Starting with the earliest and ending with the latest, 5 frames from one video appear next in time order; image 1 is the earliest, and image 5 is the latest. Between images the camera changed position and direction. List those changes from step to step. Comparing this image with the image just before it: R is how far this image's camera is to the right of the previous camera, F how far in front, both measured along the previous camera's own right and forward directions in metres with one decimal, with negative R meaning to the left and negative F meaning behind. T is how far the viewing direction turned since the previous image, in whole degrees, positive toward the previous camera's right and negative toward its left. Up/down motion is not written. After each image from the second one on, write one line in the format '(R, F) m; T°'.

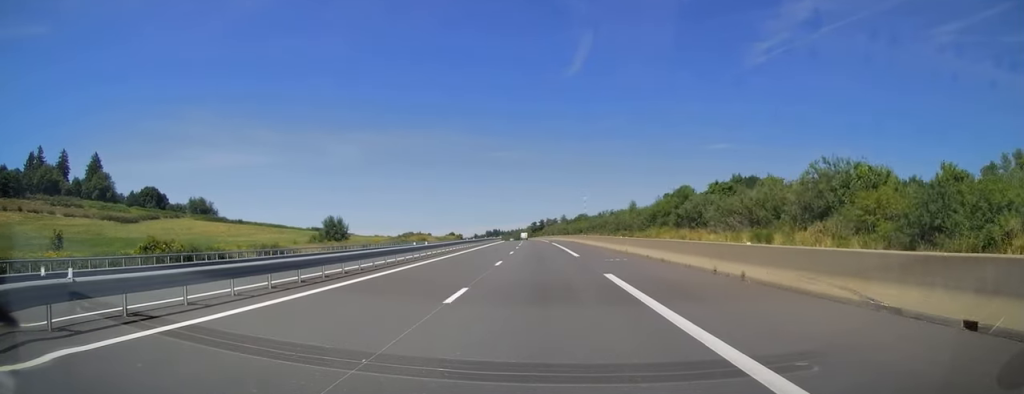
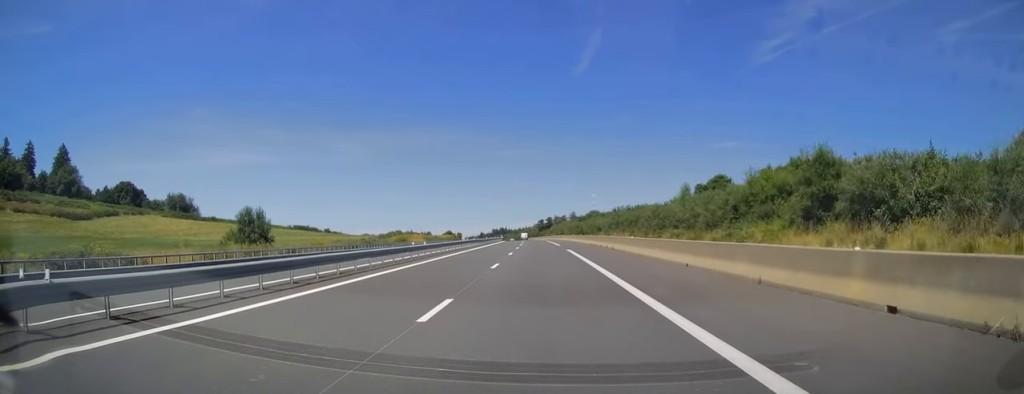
(-0.1, +28.7) m; -1°
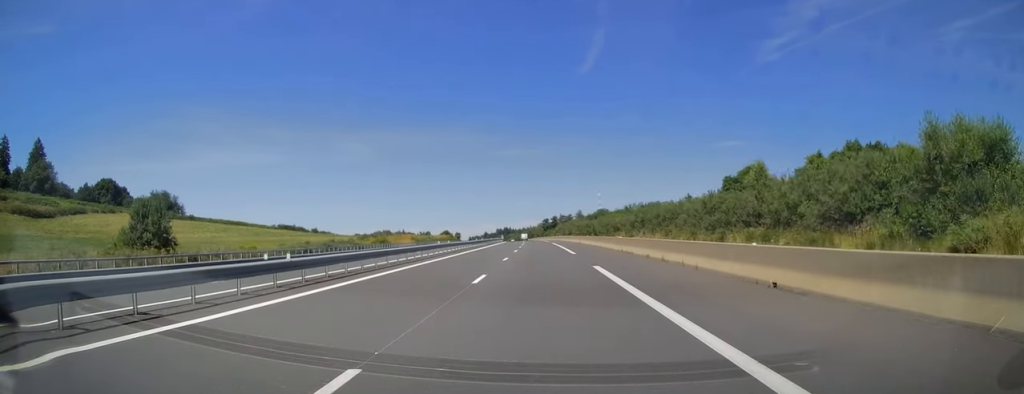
(-0.1, +19.3) m; -1°
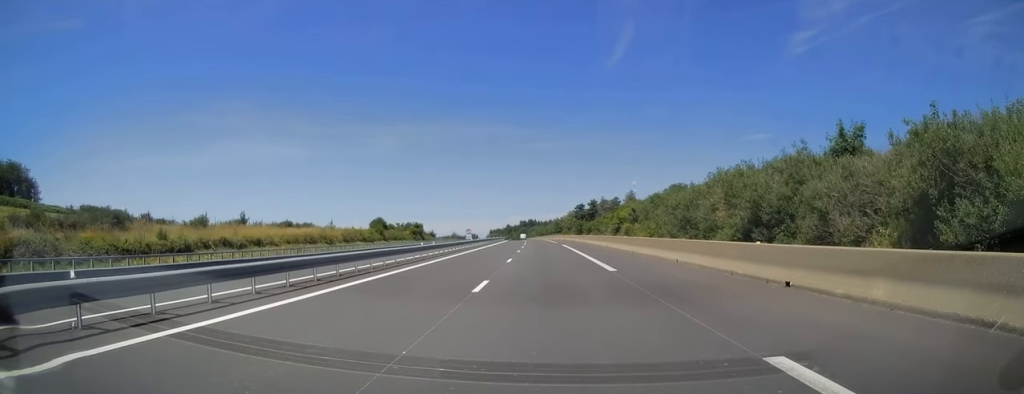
(-2.3, +120.1) m; -2°
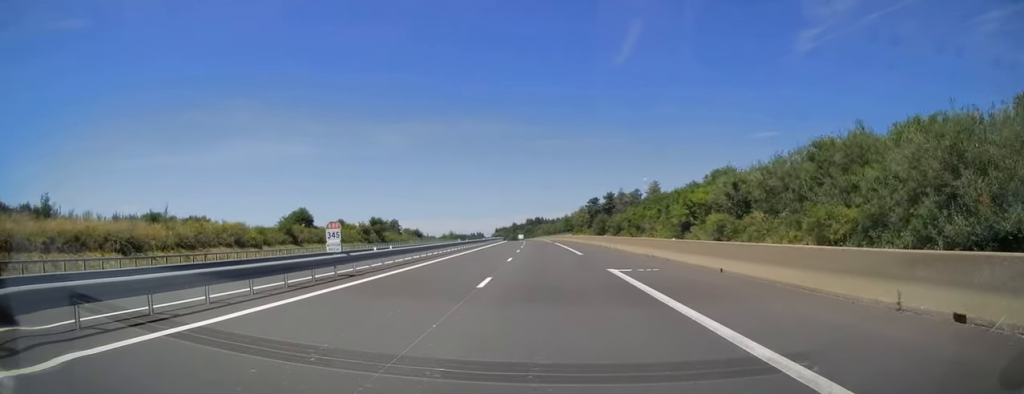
(-0.4, +38.1) m; -1°
